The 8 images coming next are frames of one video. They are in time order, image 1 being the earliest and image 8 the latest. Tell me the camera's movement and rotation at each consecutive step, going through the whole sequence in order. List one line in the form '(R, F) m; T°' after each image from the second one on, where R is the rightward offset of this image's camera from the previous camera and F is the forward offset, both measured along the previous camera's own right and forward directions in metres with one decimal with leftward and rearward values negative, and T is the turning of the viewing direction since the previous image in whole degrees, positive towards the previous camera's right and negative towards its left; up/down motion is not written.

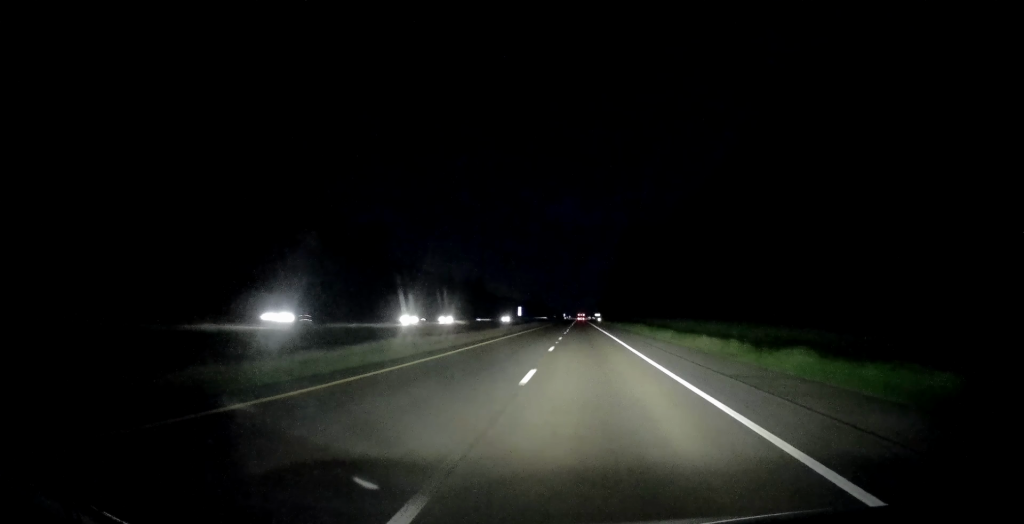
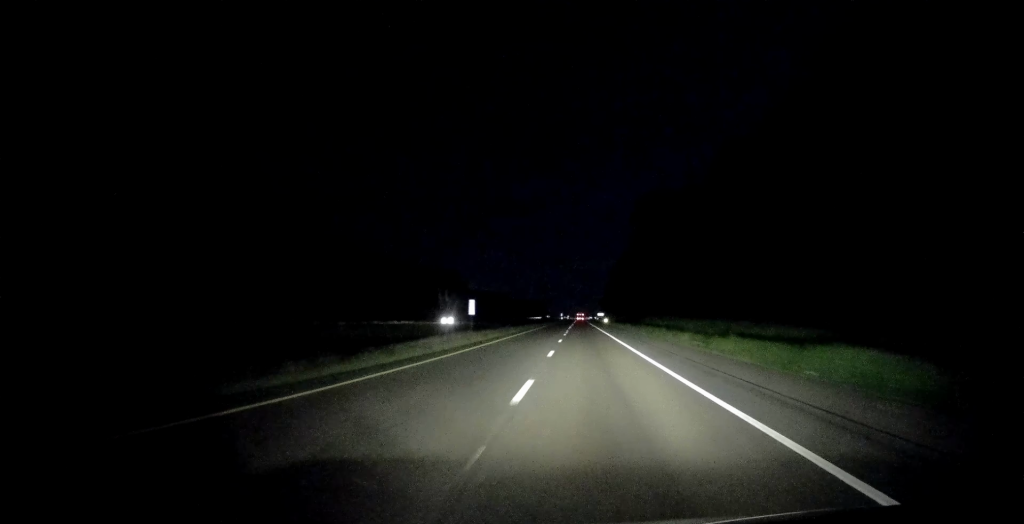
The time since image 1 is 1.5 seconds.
(-0.3, +51.1) m; 0°
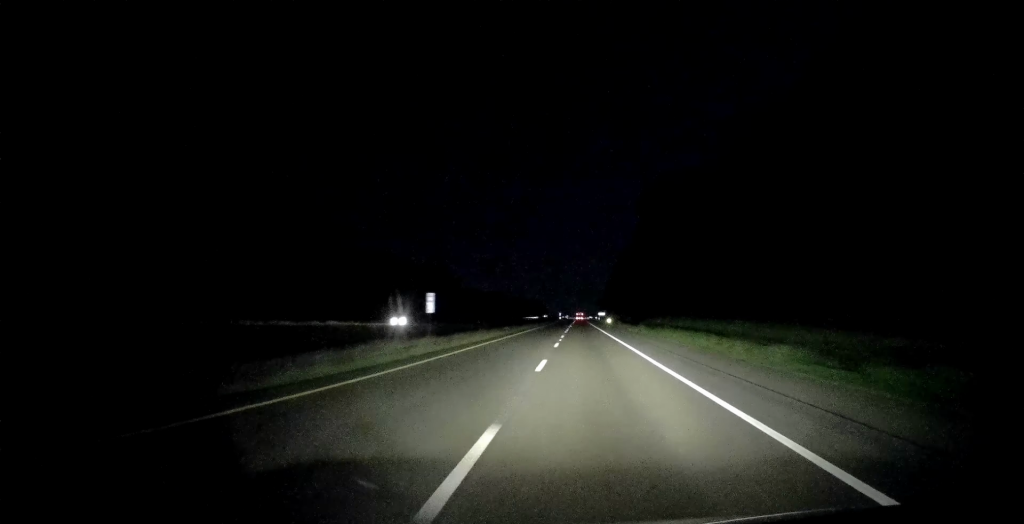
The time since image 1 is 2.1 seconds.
(+0.3, +17.8) m; 0°
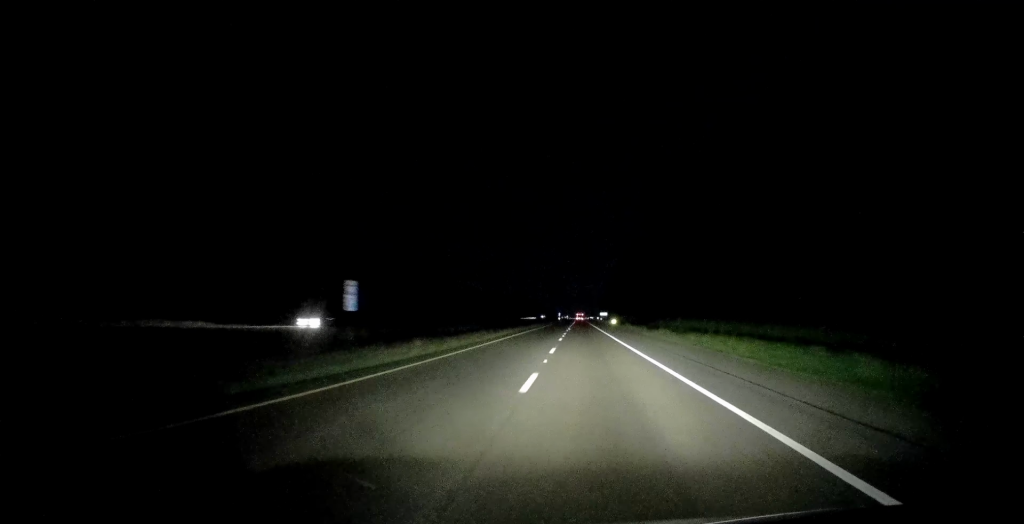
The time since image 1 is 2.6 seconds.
(+0.3, +16.7) m; 0°
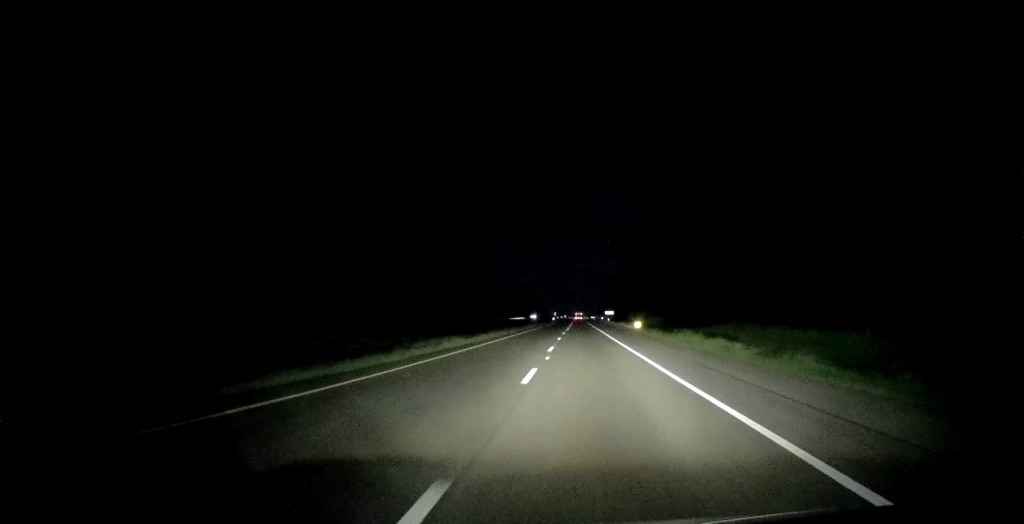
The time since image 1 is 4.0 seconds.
(-0.5, +46.6) m; 0°
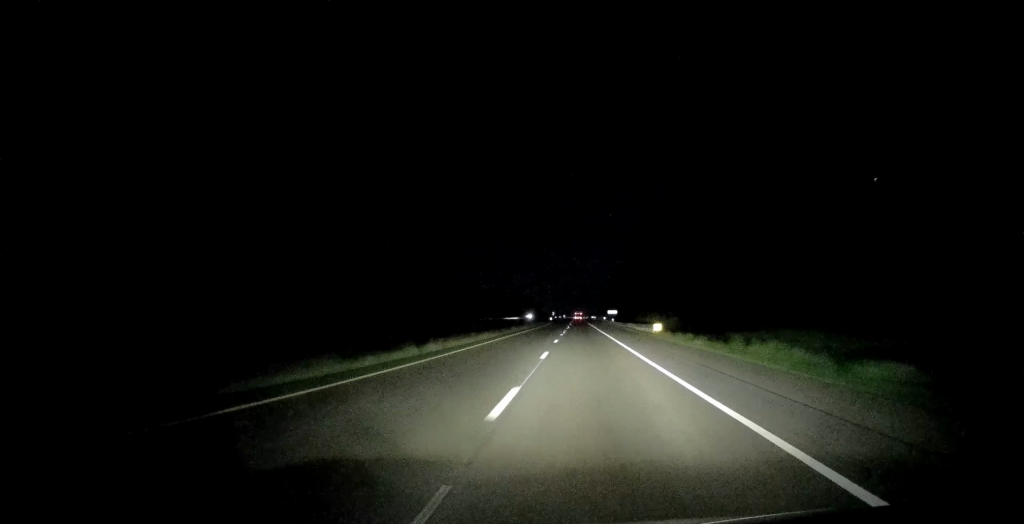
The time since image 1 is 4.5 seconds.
(+0.3, +16.6) m; 0°
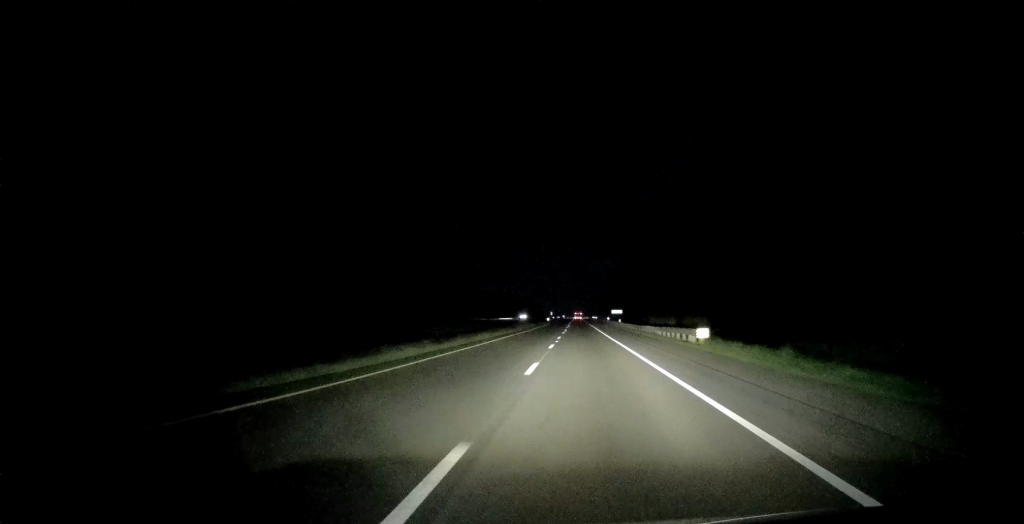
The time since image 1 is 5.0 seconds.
(-0.1, +17.8) m; 0°
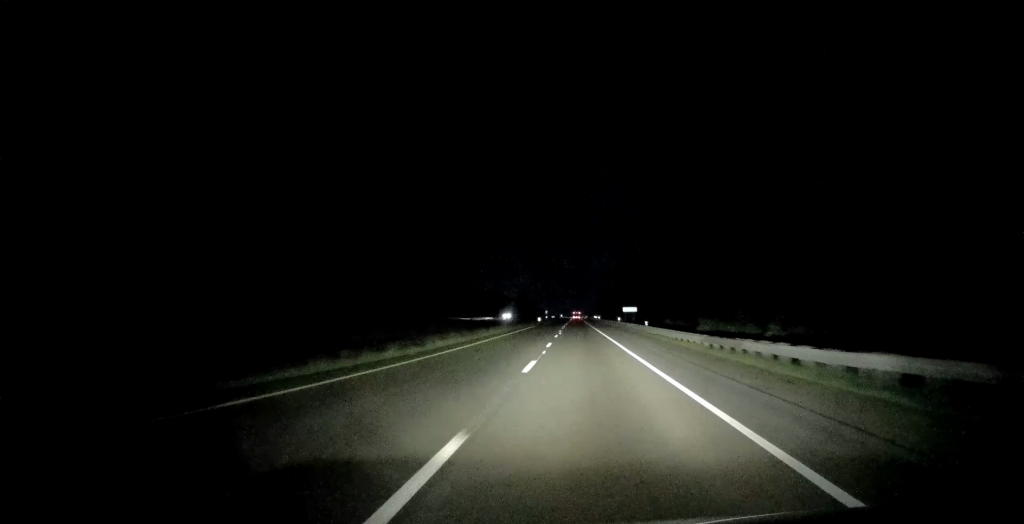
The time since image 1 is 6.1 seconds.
(-0.1, +35.5) m; 0°
